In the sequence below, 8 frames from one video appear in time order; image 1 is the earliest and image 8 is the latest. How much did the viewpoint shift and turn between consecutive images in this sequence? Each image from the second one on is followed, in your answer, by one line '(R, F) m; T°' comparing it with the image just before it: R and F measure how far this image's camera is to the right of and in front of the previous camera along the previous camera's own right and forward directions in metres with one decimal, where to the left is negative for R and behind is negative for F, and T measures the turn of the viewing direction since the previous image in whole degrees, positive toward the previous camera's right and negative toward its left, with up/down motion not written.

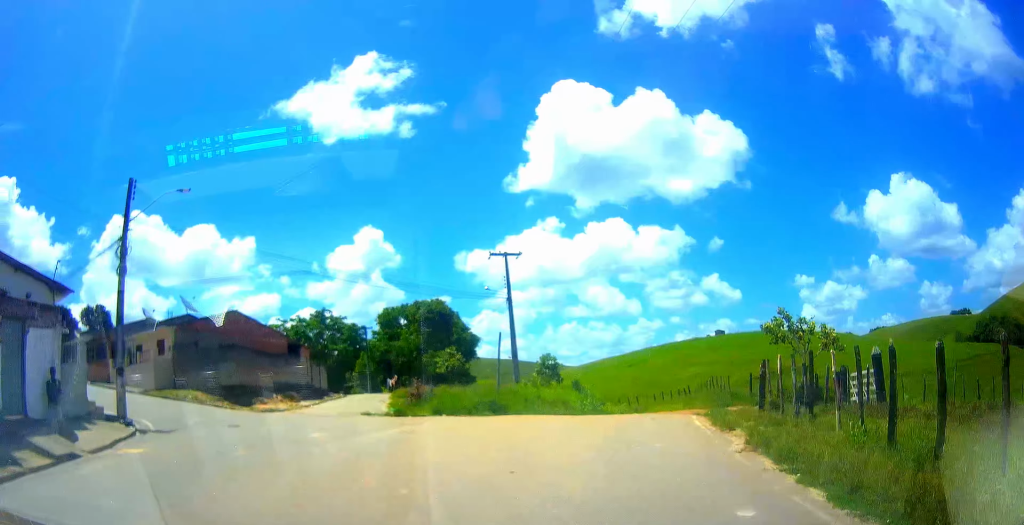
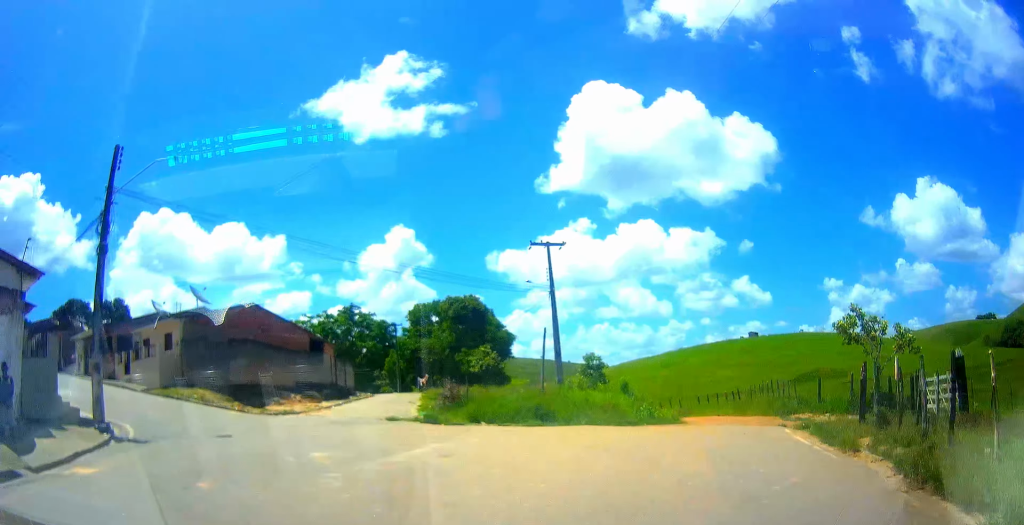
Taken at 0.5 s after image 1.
(-0.3, +3.2) m; 0°
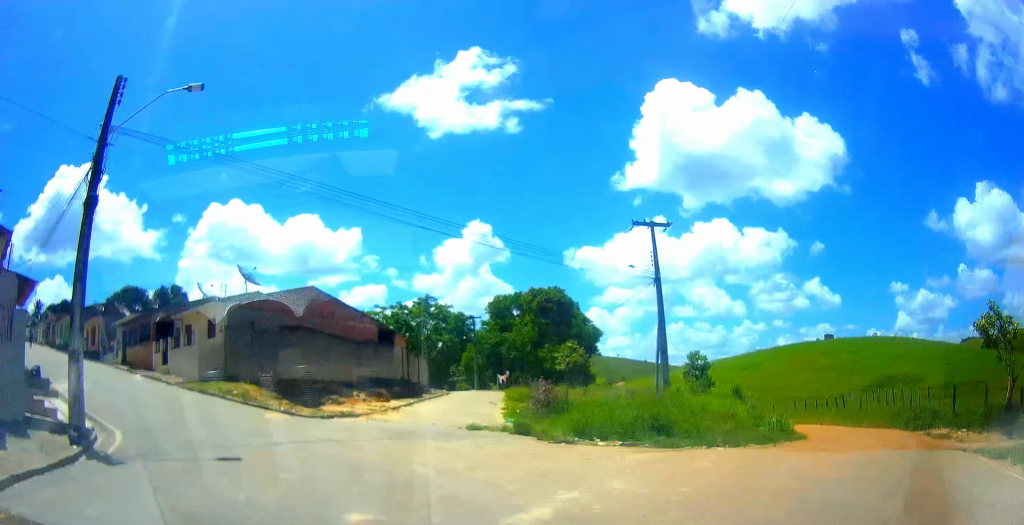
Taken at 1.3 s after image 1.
(+0.1, +4.6) m; 0°
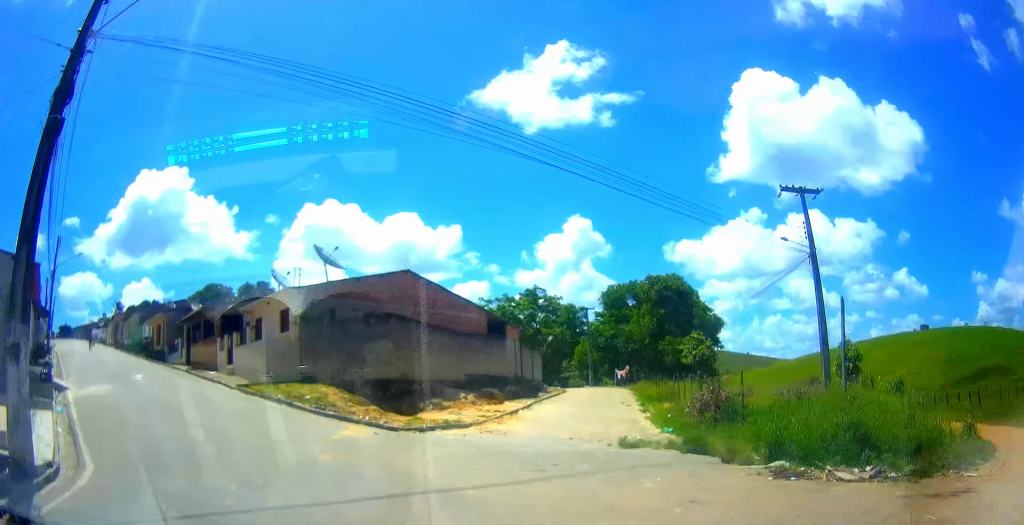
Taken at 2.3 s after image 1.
(0.0, +5.3) m; -7°
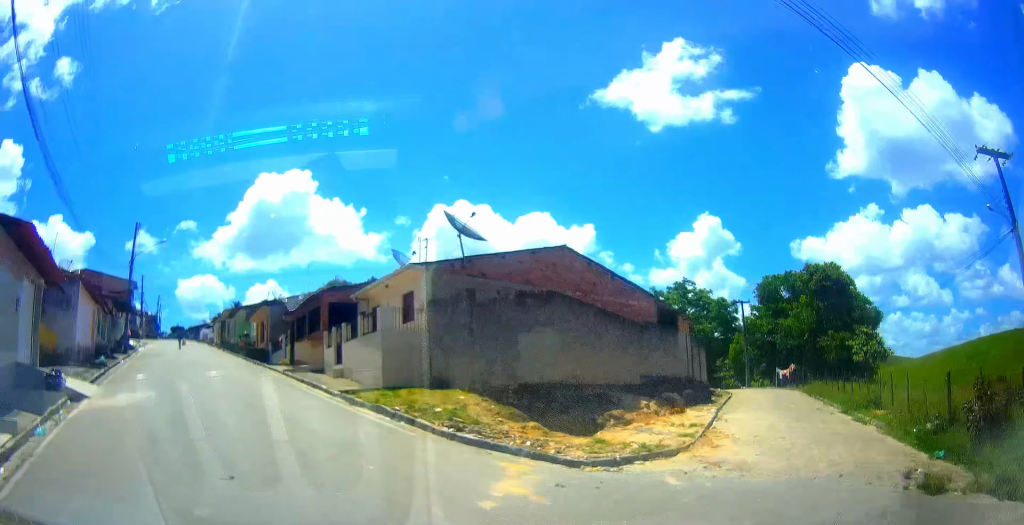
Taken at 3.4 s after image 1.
(-0.8, +5.4) m; -13°
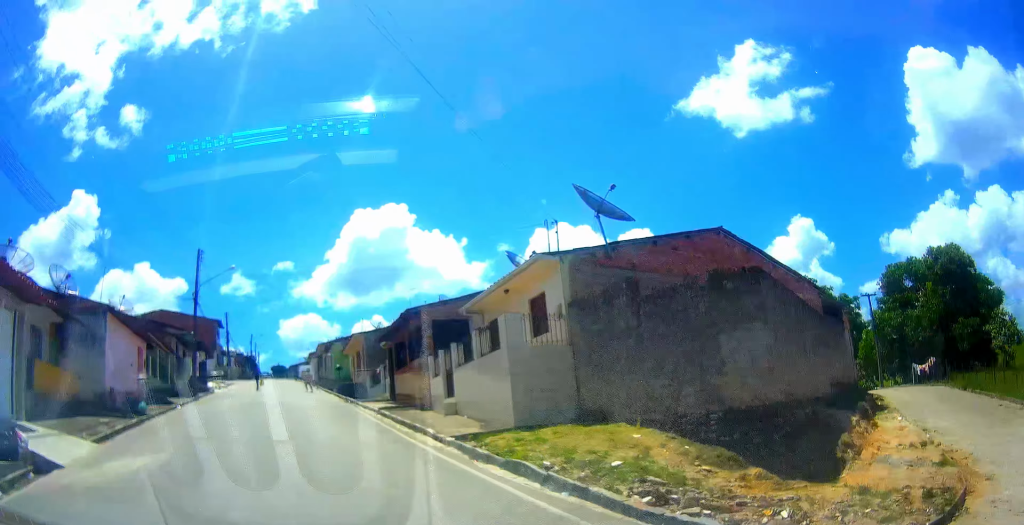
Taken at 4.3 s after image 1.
(-0.3, +4.5) m; -6°
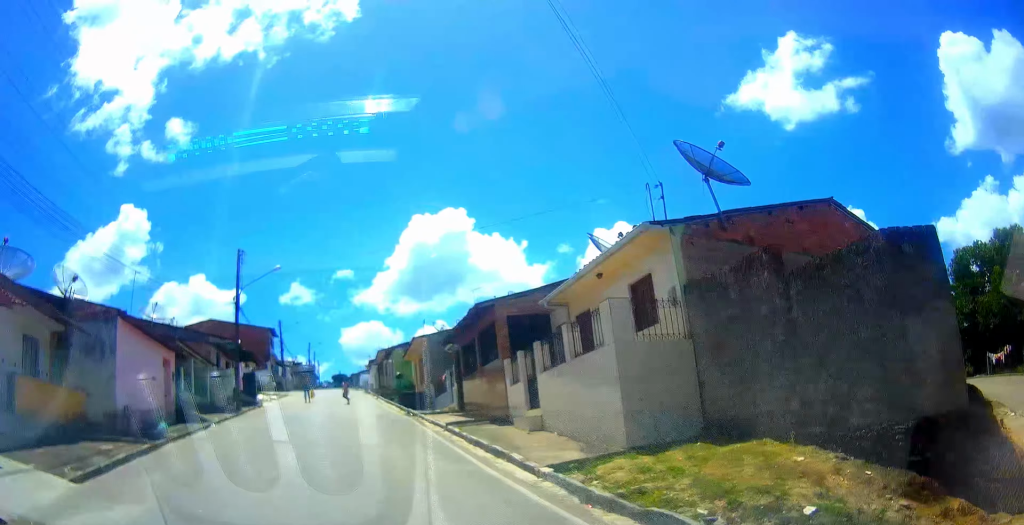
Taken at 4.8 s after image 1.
(+0.3, +2.6) m; -3°
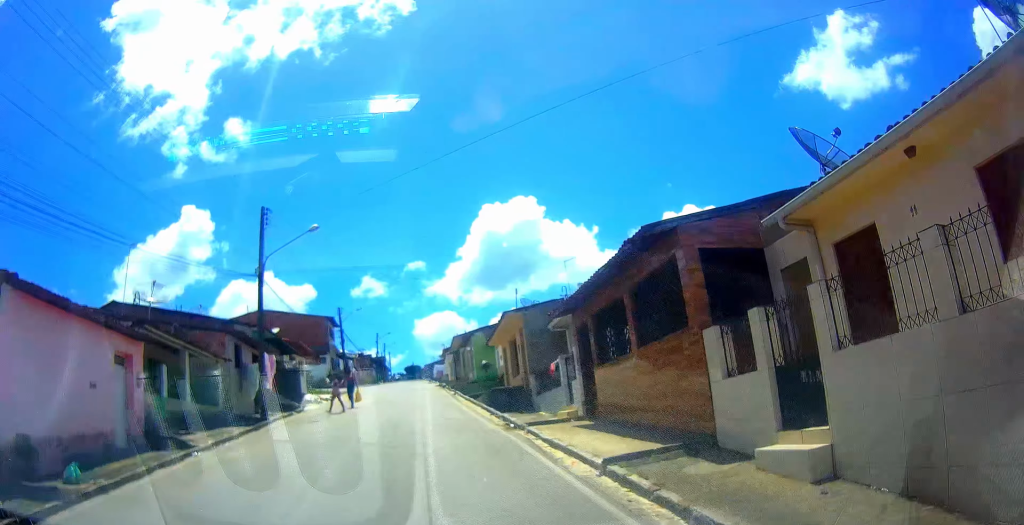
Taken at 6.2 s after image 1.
(-1.5, +7.1) m; -16°
